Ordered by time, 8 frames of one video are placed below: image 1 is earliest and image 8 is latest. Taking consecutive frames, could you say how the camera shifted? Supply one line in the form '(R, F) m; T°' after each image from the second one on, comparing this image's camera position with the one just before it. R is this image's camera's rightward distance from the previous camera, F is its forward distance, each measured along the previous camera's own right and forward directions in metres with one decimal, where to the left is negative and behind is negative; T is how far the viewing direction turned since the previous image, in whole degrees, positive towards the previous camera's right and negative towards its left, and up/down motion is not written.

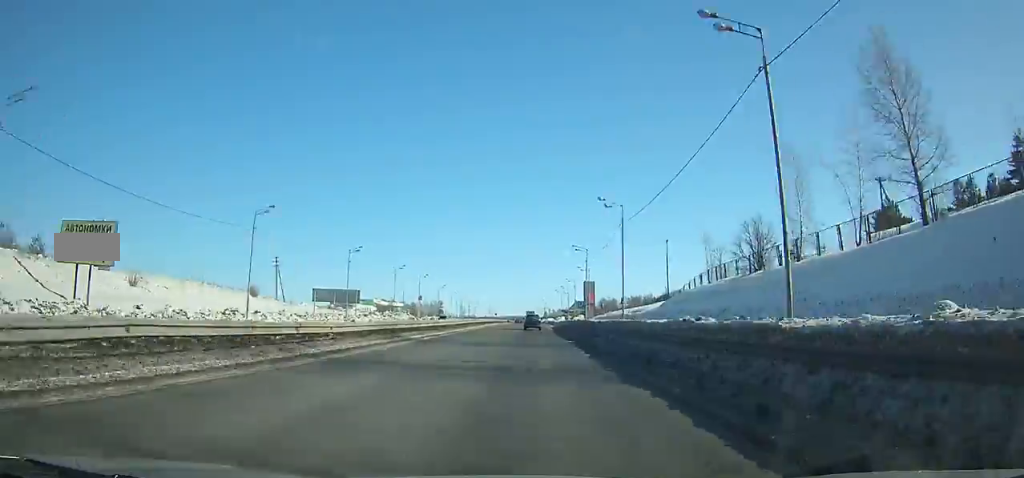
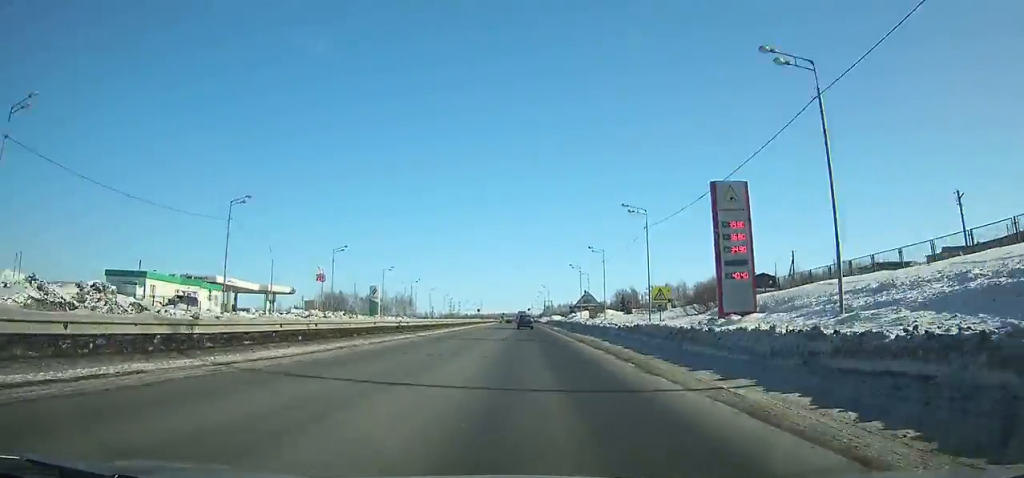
(+0.2, +87.2) m; 0°
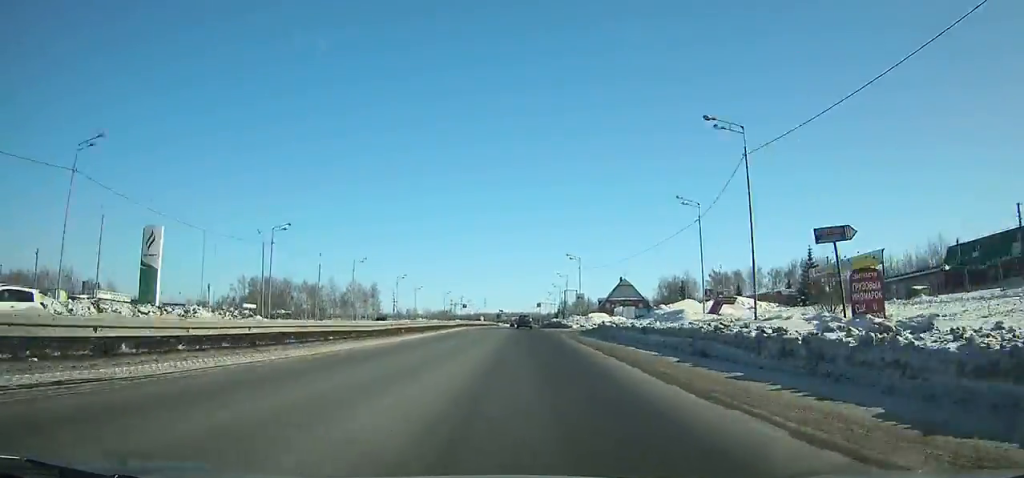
(-0.2, +79.8) m; 0°
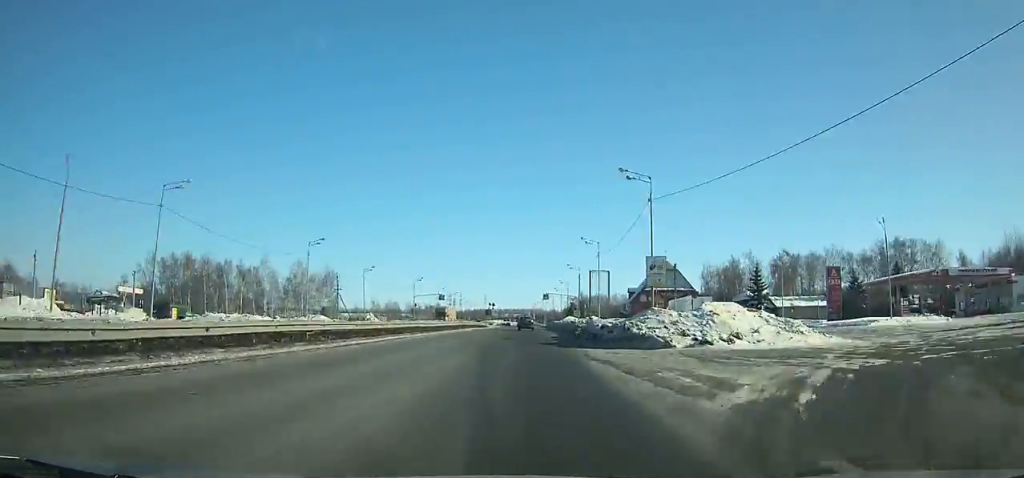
(-0.1, +50.6) m; 0°
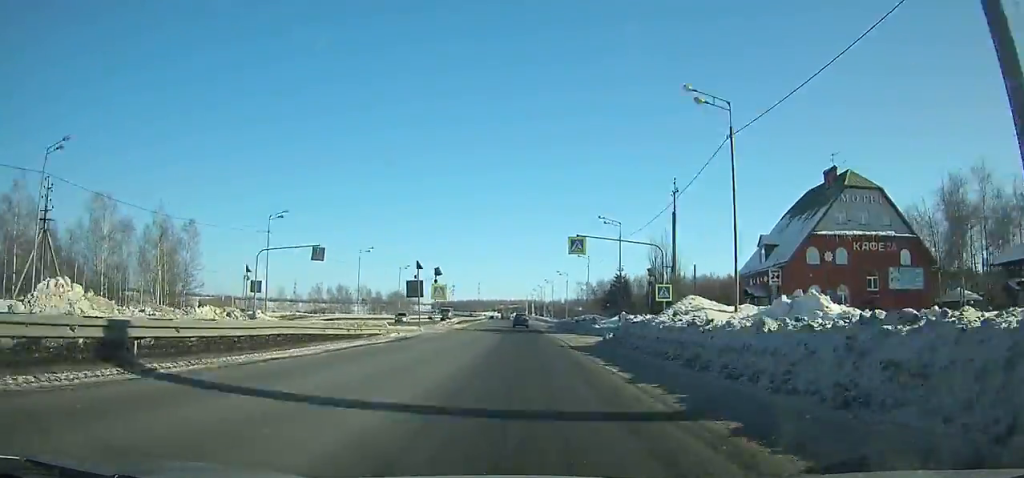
(-0.1, +74.5) m; 0°
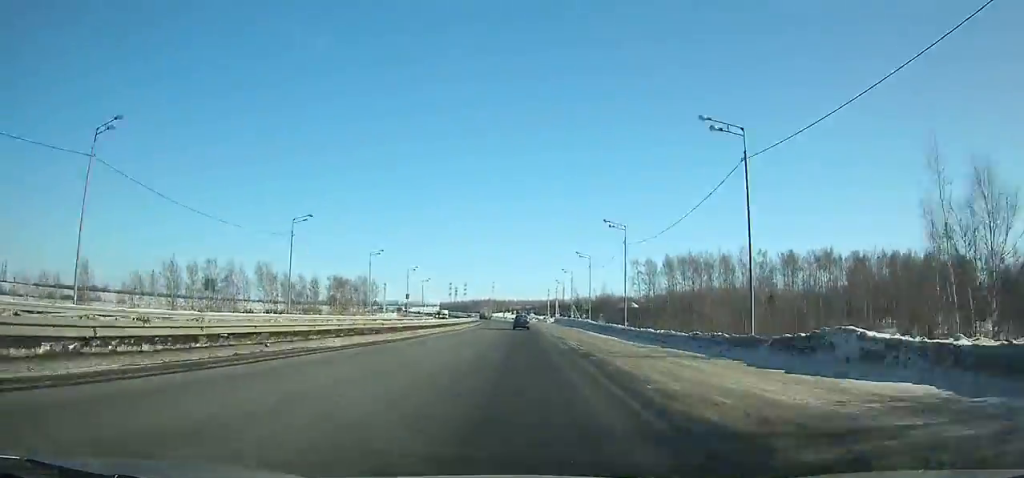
(-0.7, +88.7) m; -2°
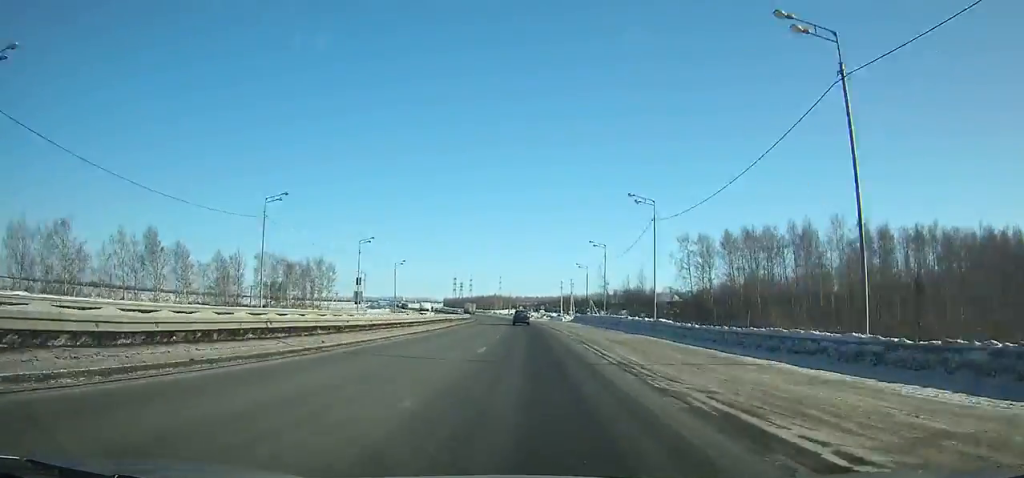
(-0.3, +38.5) m; -1°
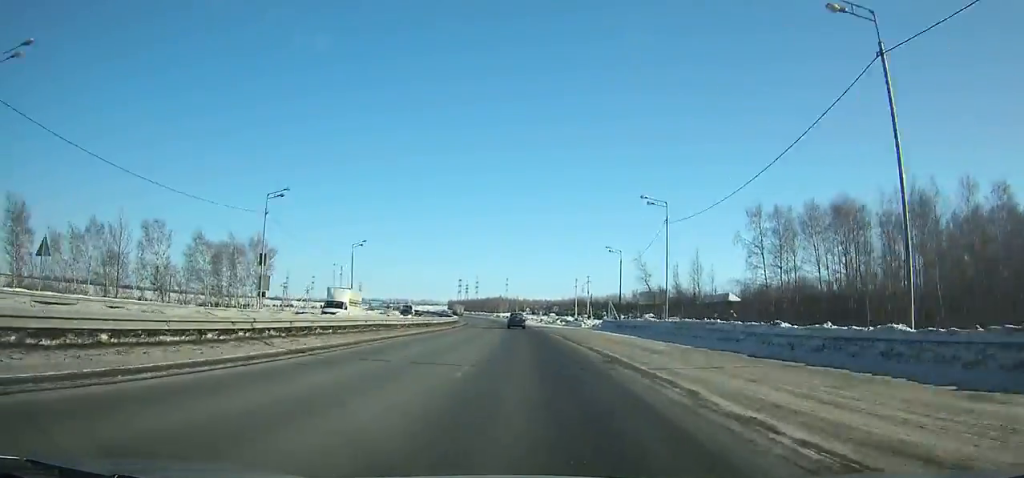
(0.0, +30.4) m; -1°
